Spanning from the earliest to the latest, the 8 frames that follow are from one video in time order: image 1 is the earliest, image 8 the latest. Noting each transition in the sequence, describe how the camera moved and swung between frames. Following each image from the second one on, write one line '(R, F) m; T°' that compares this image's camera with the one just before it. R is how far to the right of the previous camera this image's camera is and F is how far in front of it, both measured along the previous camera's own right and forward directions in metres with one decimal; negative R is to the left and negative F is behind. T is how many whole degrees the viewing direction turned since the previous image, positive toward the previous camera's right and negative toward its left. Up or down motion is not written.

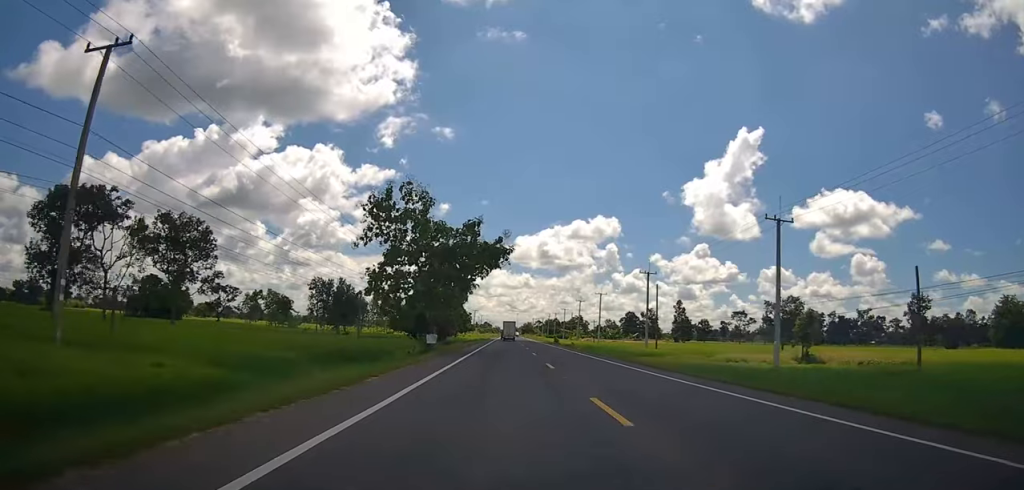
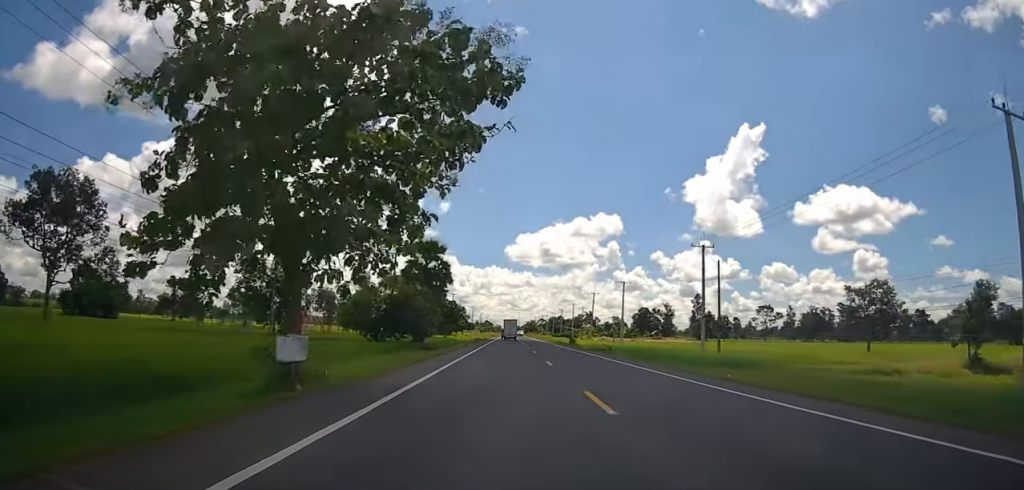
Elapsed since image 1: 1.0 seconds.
(0.0, +23.1) m; 0°
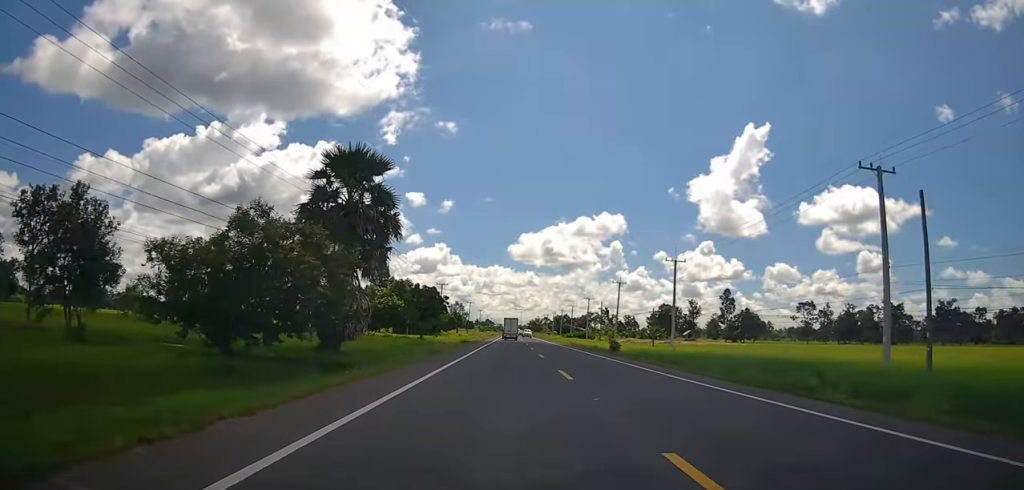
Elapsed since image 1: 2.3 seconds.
(+0.1, +29.9) m; 0°
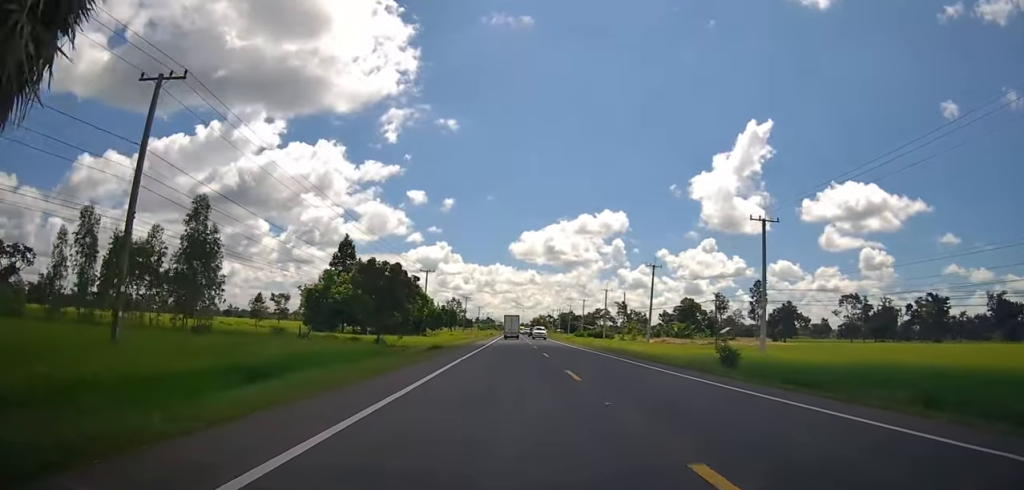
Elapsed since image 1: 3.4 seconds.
(-0.1, +24.8) m; 0°
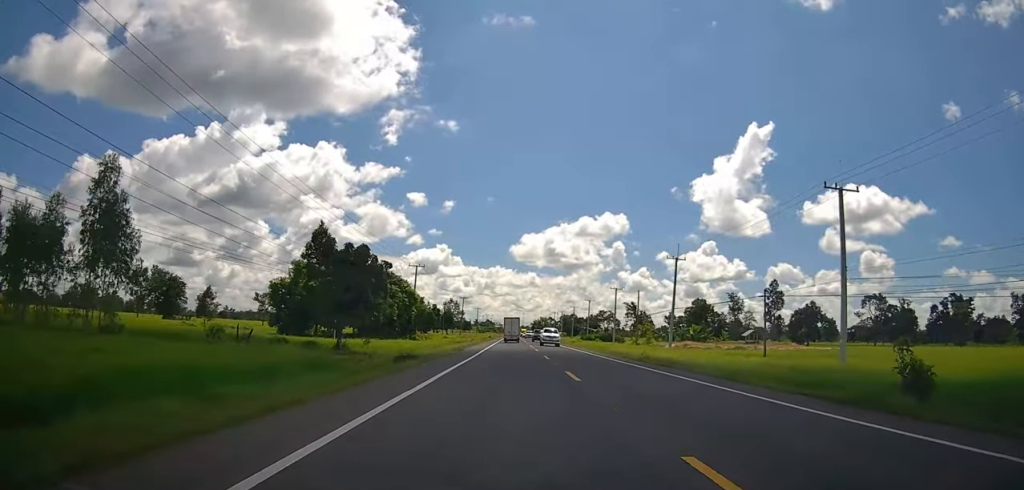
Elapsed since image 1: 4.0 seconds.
(0.0, +11.5) m; 0°
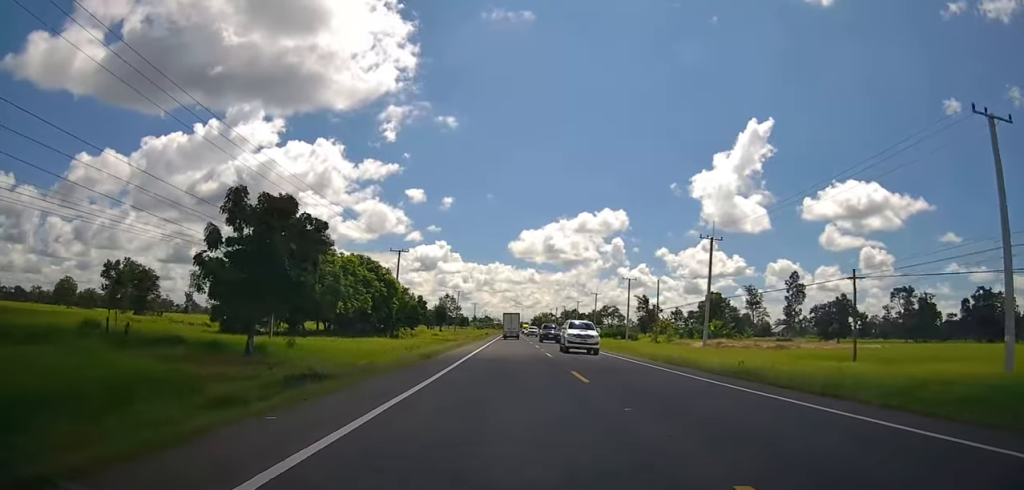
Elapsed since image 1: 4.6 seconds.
(0.0, +13.3) m; 0°
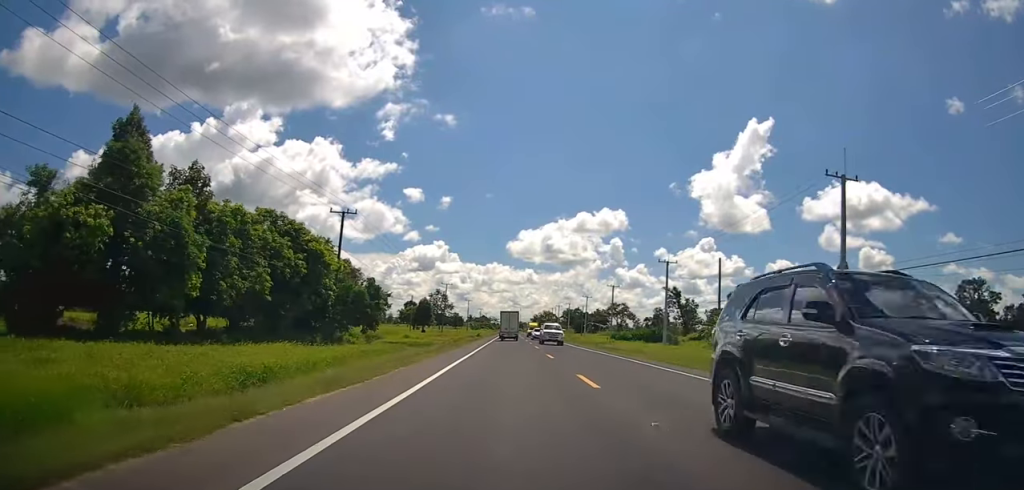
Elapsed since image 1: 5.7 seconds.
(+0.1, +25.7) m; 0°
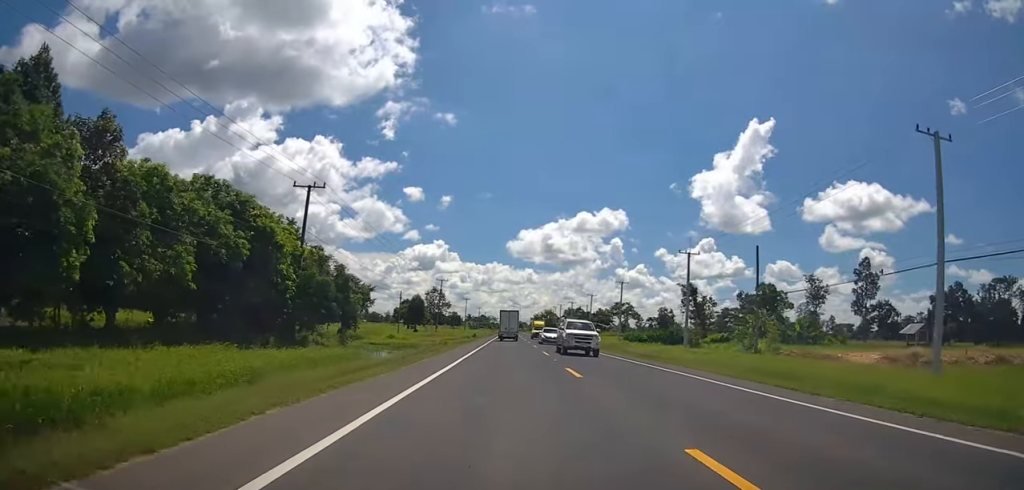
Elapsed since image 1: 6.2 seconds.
(0.0, +9.5) m; 0°
